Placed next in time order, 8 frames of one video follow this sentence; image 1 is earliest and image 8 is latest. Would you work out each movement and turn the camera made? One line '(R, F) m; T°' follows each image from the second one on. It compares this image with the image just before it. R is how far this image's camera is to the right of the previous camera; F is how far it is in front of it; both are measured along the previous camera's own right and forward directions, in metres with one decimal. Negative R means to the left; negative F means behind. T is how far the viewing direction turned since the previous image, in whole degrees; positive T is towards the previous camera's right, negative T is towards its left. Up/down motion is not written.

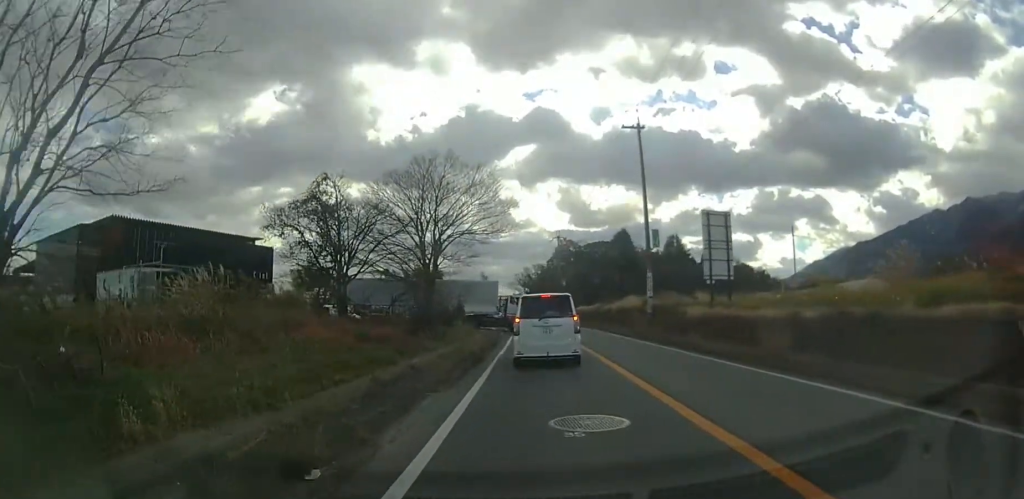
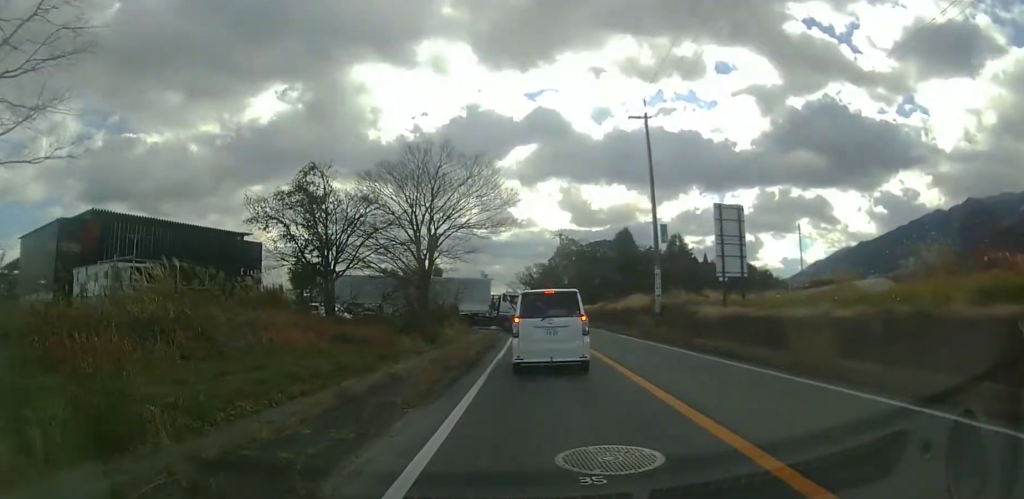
(0.0, +2.6) m; 0°
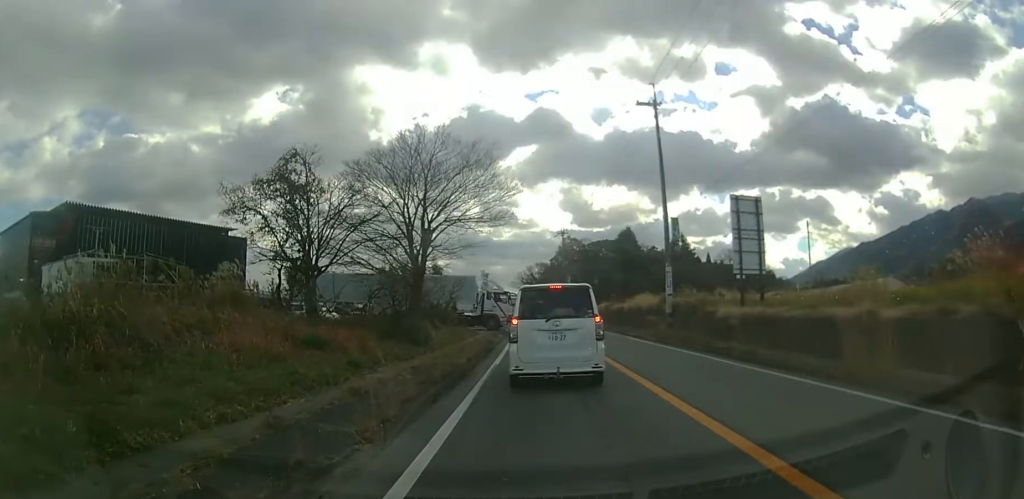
(0.0, +3.5) m; +1°
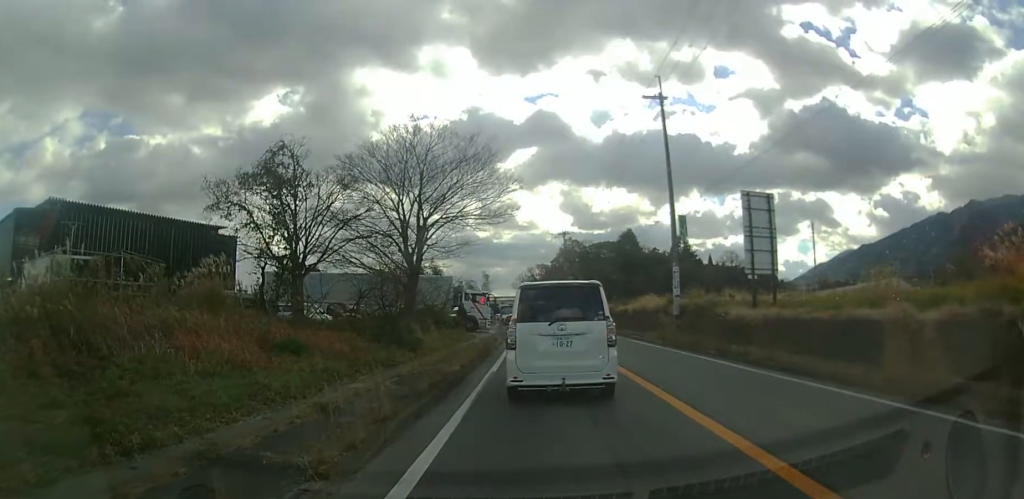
(0.0, +3.1) m; 0°
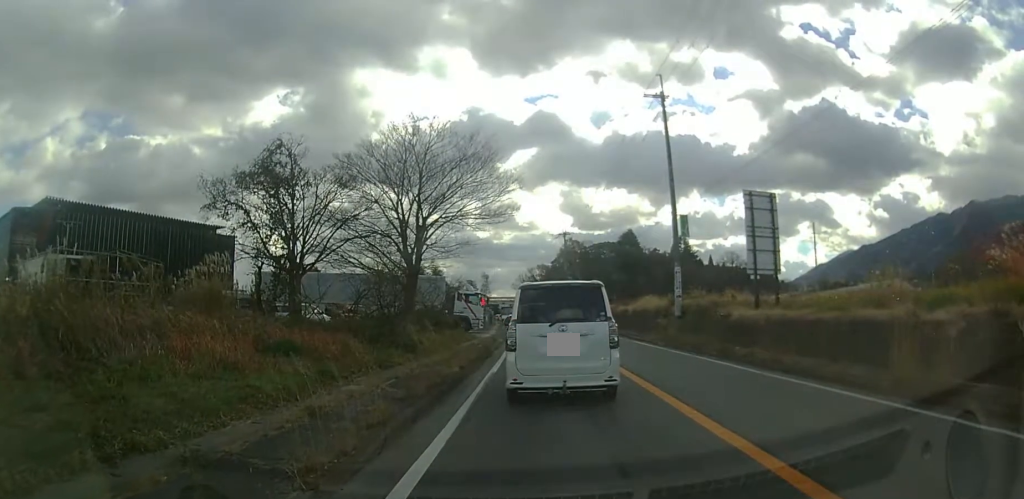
(0.0, +0.7) m; 0°
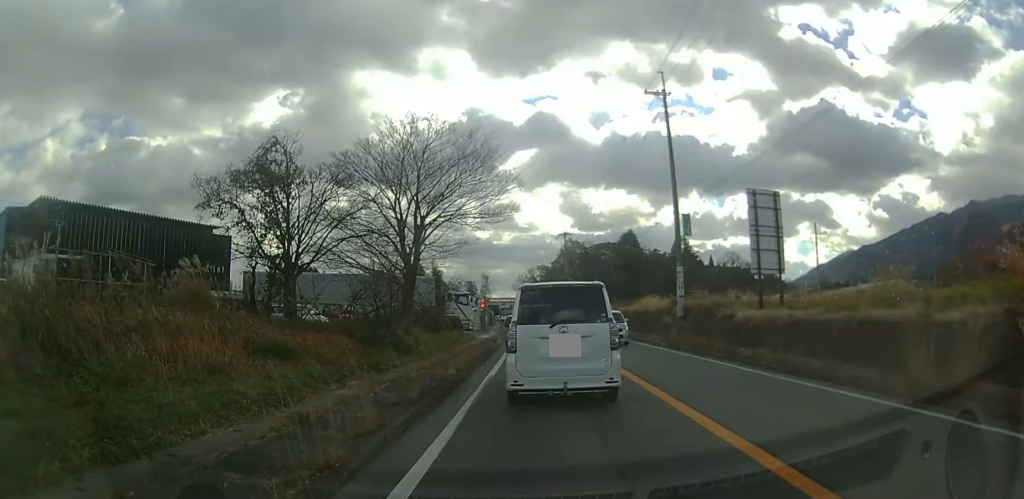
(0.0, +0.4) m; 0°
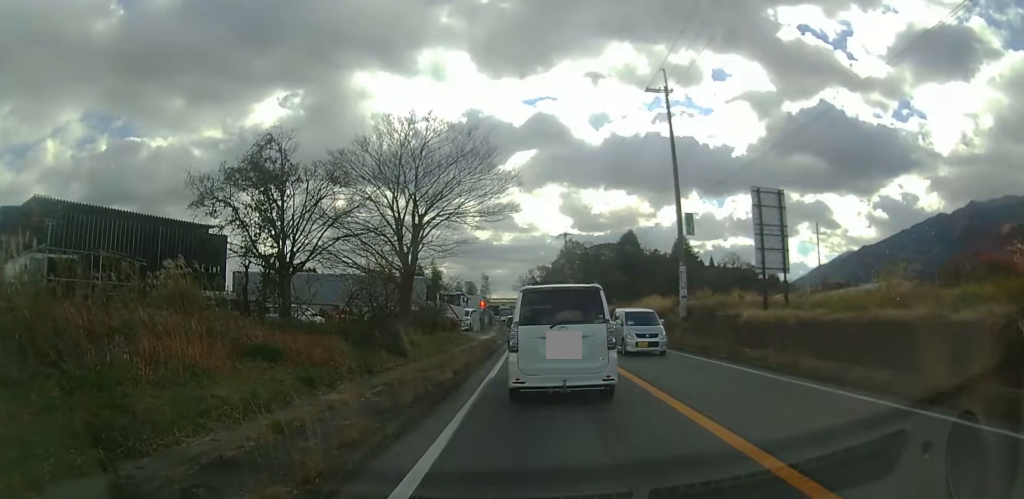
(0.0, +0.3) m; 0°
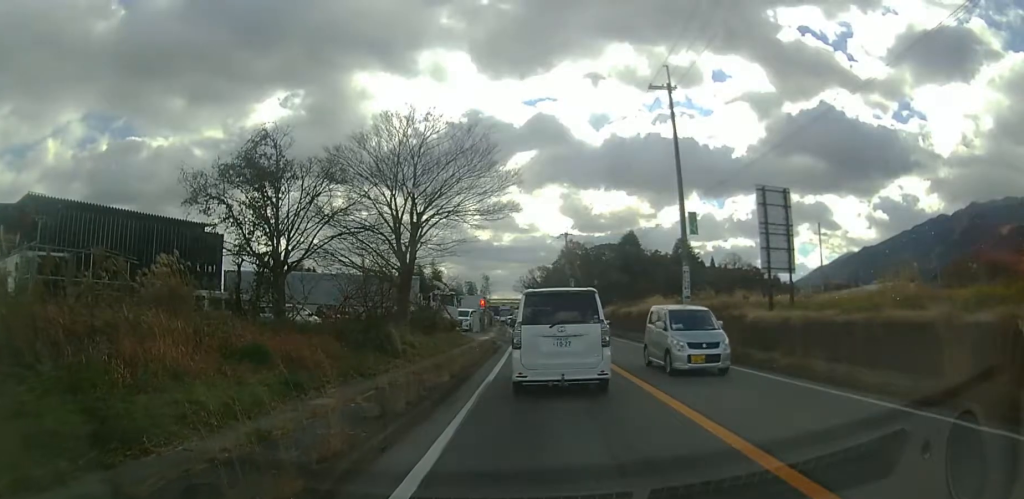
(0.0, +0.3) m; 0°
